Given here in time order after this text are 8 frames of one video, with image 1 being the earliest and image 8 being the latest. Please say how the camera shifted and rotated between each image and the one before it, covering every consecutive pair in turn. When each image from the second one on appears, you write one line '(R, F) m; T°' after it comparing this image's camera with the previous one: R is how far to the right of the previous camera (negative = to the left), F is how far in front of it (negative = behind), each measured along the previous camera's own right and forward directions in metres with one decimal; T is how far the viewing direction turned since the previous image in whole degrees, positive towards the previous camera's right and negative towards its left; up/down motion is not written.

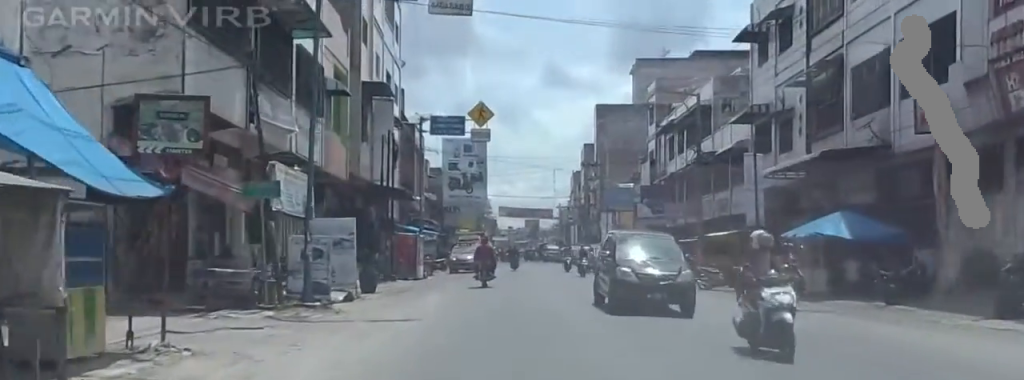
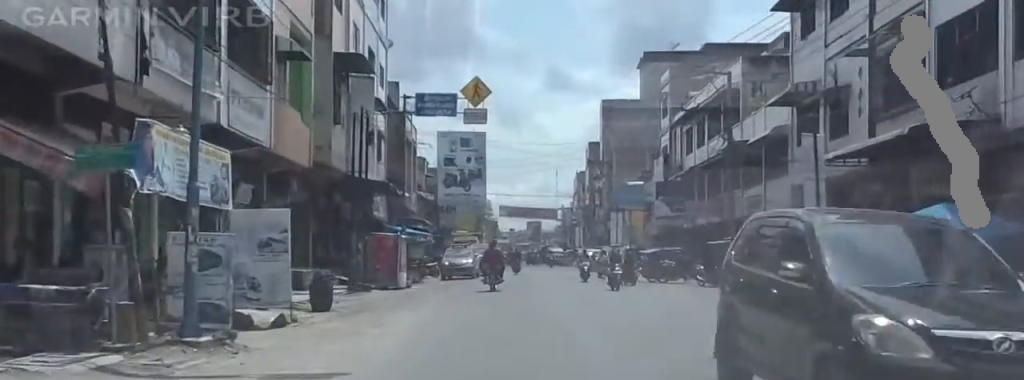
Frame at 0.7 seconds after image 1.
(0.0, +6.8) m; 0°
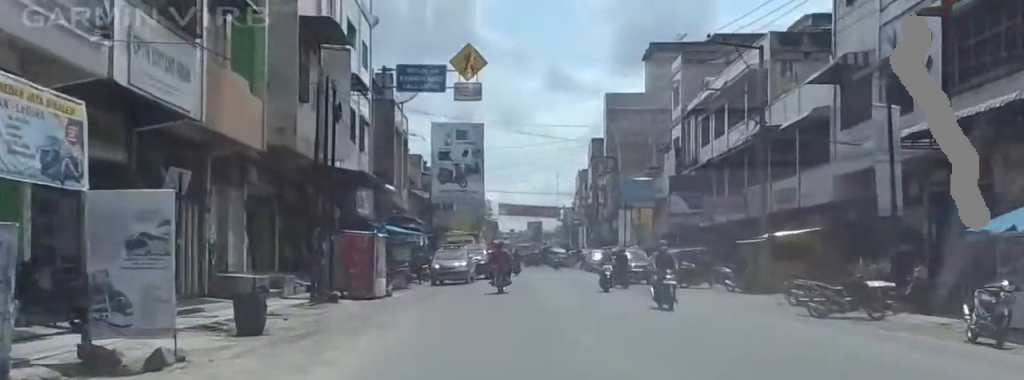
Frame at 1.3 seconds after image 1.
(0.0, +5.3) m; 0°
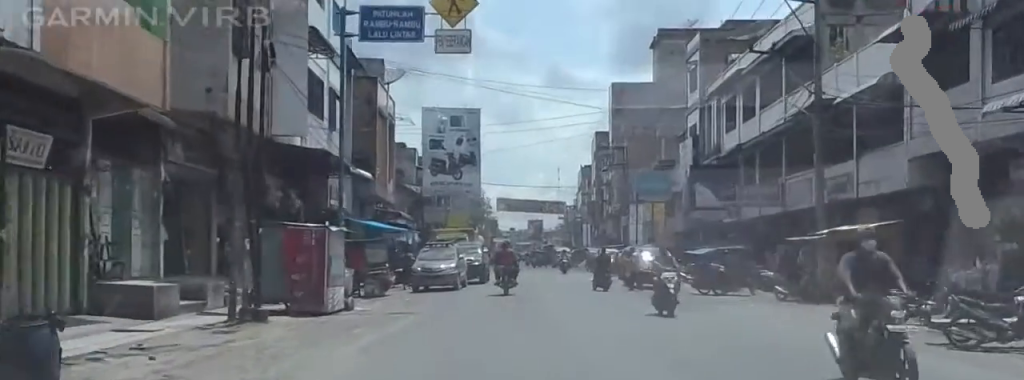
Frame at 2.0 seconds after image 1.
(0.0, +6.4) m; 0°
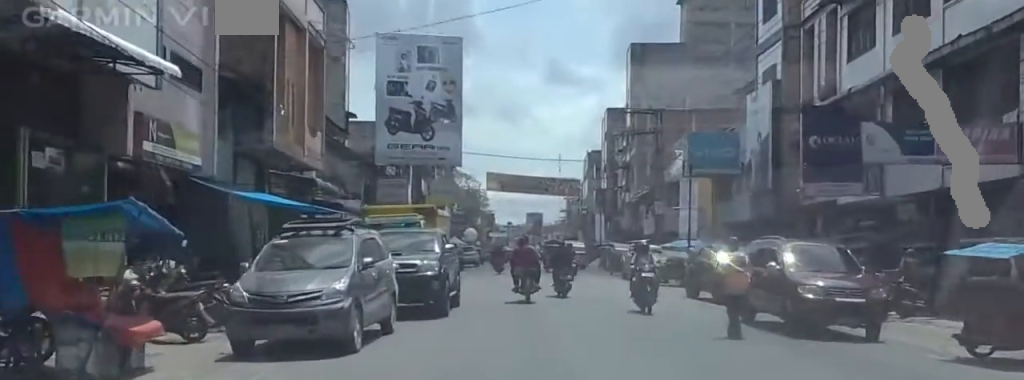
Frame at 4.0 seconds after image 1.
(0.0, +18.9) m; 0°
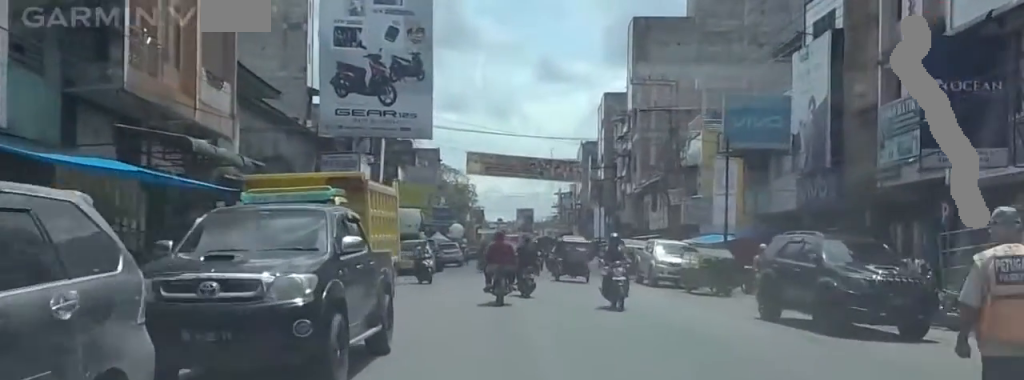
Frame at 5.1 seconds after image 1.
(0.0, +10.1) m; -1°
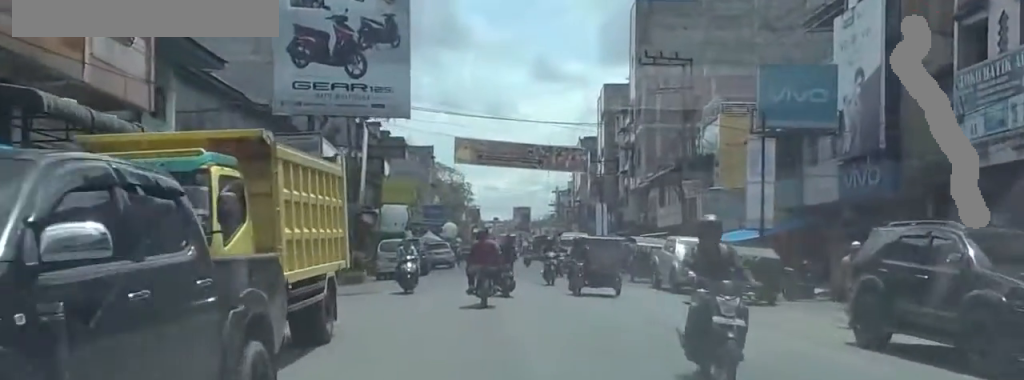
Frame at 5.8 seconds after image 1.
(0.0, +6.0) m; -2°
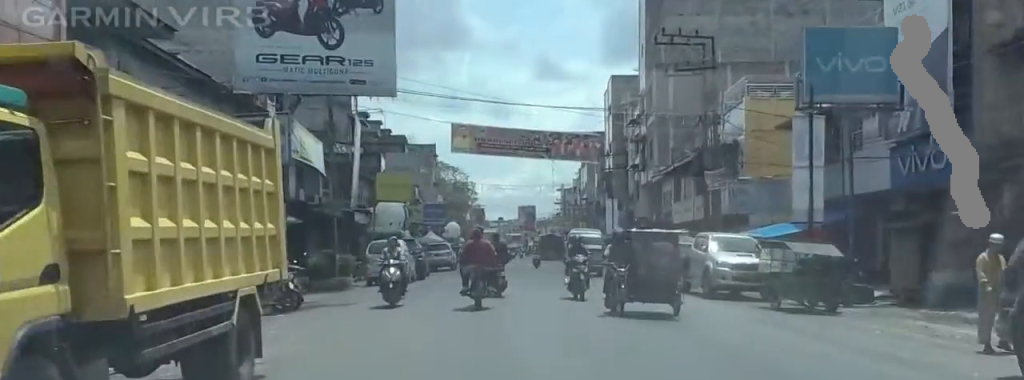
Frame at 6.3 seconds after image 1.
(0.0, +4.5) m; -5°
